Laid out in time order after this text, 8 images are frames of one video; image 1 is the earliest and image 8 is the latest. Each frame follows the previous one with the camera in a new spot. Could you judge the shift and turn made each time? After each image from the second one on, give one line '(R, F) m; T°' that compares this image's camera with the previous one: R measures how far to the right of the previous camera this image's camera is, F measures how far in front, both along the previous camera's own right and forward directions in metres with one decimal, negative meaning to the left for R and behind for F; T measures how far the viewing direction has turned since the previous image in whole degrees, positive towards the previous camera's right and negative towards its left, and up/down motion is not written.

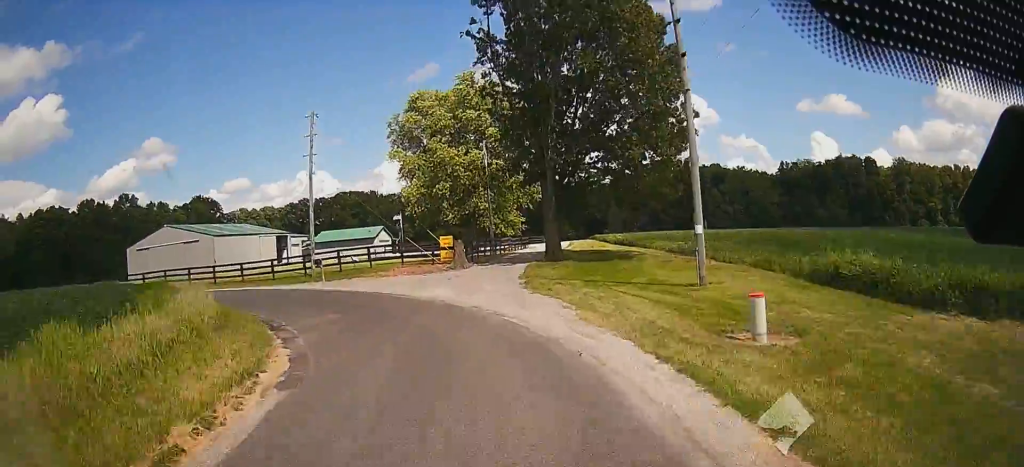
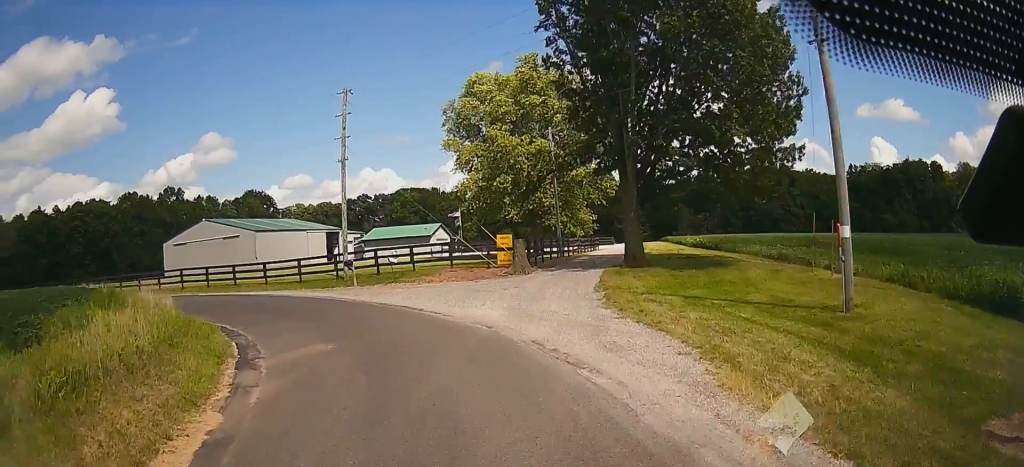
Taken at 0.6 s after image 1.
(-0.3, +6.4) m; -4°
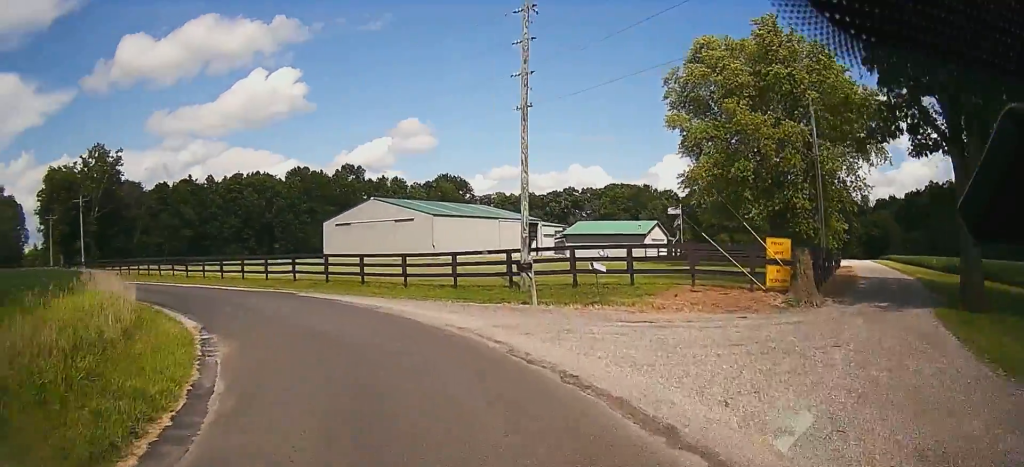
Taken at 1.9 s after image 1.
(-1.0, +12.0) m; -13°
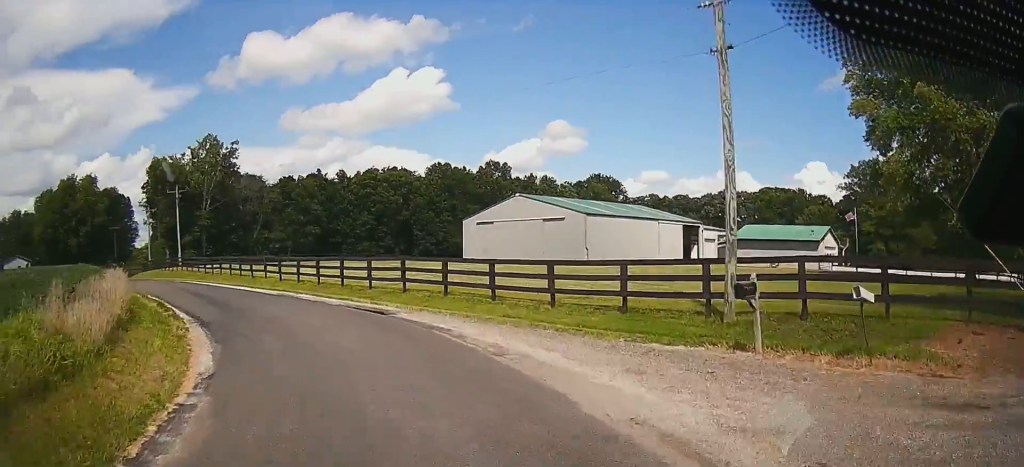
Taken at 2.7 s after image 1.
(-0.7, +7.1) m; -12°
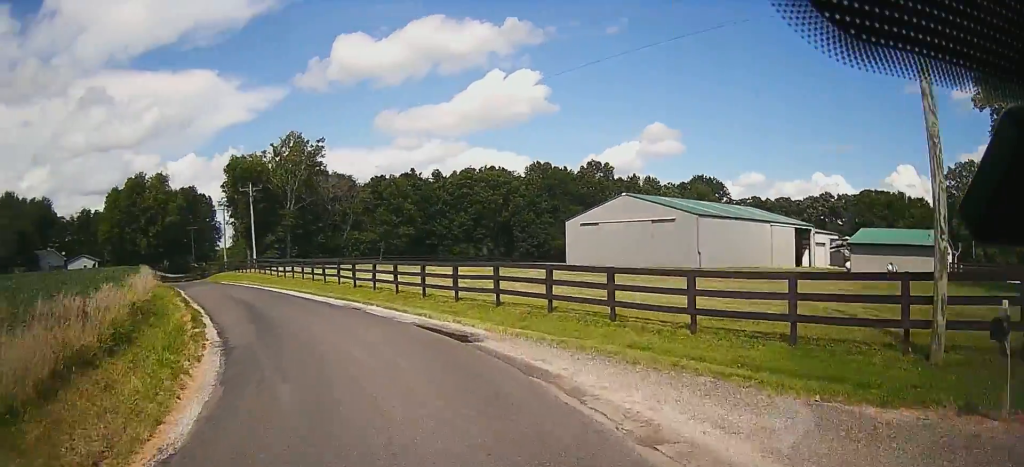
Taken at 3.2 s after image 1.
(0.0, +4.5) m; -9°
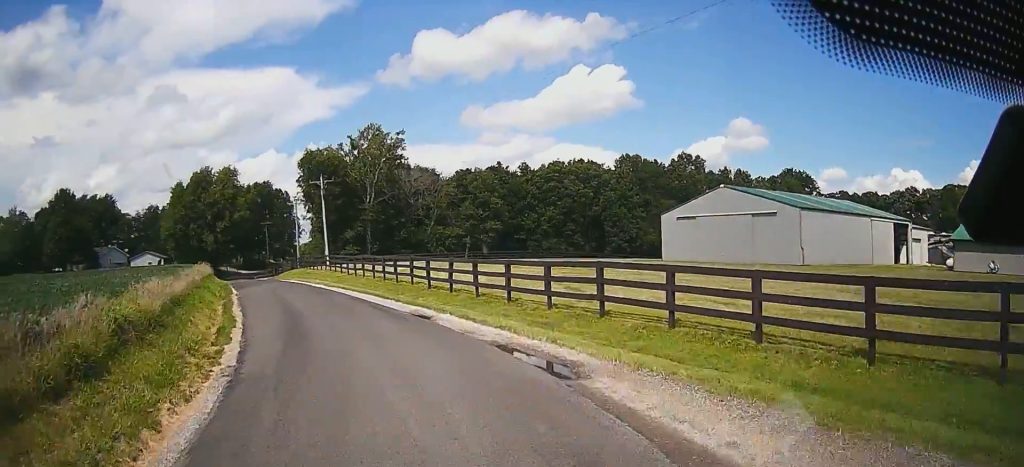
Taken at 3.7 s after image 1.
(-0.6, +4.1) m; -9°
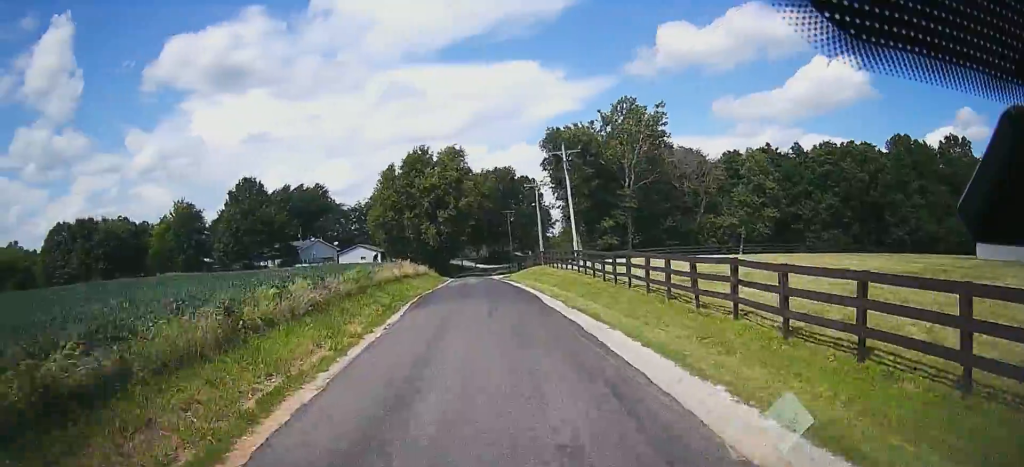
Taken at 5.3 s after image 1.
(-3.8, +14.1) m; -29°
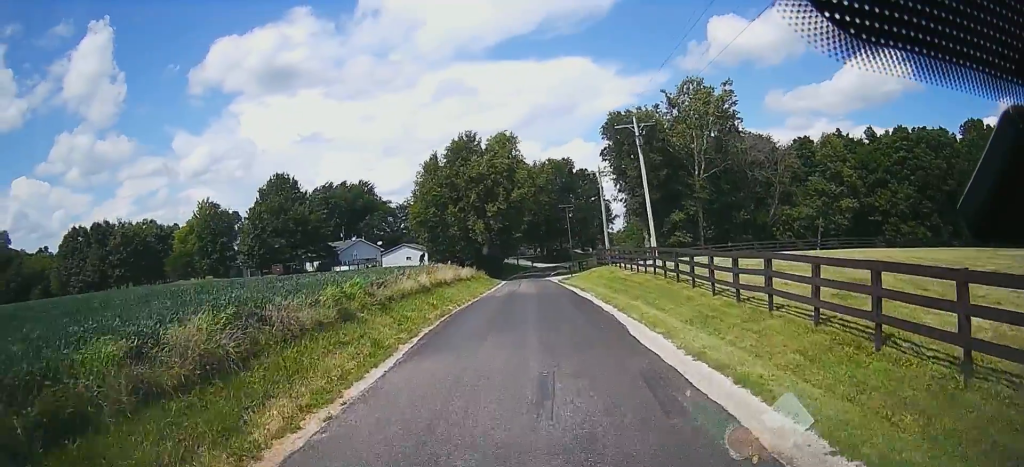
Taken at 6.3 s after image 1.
(-1.1, +9.0) m; -7°
